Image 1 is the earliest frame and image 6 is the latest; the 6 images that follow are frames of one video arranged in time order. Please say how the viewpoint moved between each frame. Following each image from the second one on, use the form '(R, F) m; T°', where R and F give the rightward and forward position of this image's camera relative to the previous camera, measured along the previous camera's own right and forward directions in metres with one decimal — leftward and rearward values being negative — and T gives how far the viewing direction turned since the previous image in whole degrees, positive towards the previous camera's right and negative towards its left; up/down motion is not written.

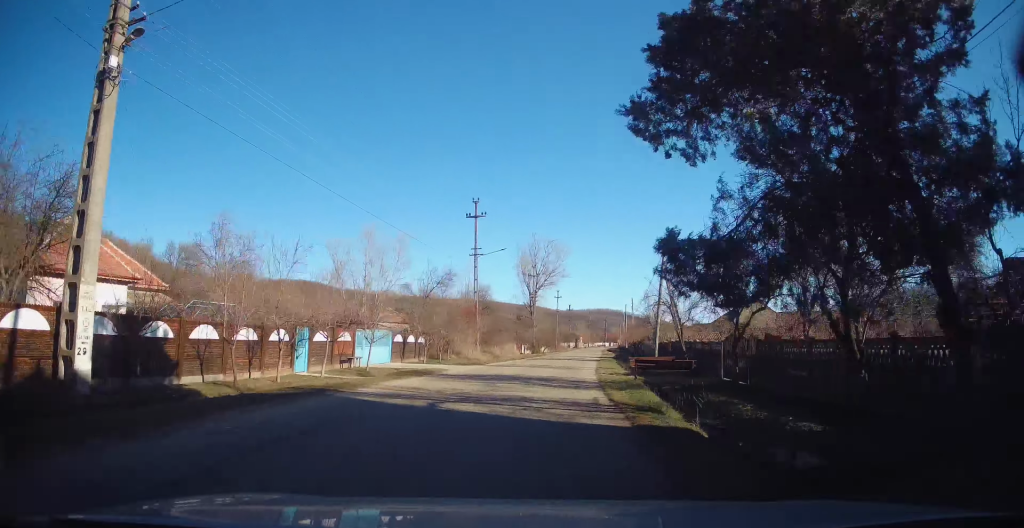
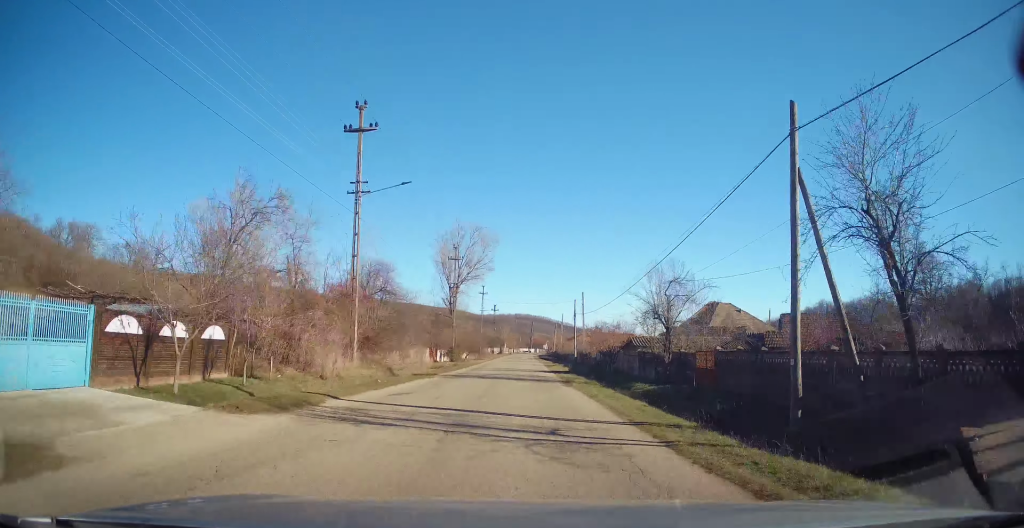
(+1.4, +18.4) m; +6°
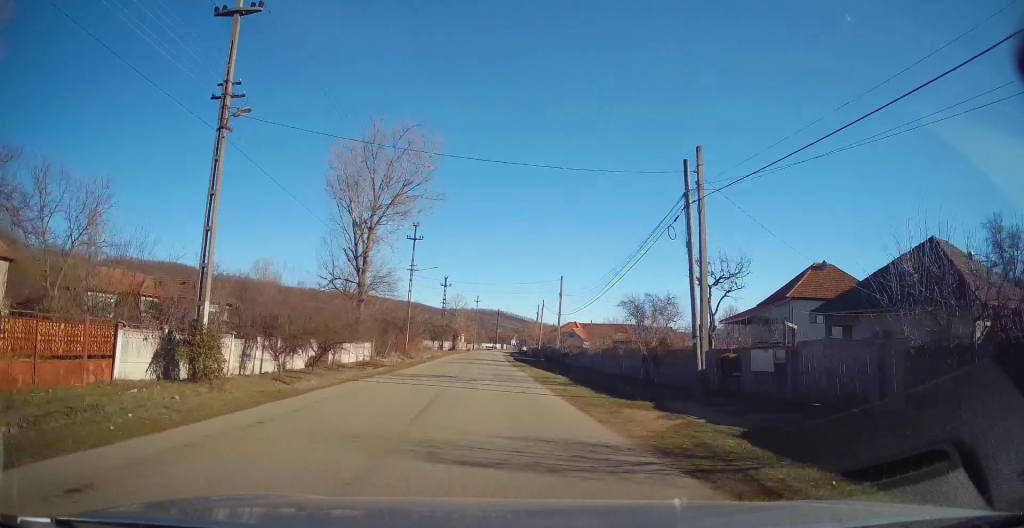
(+4.2, +44.0) m; +7°
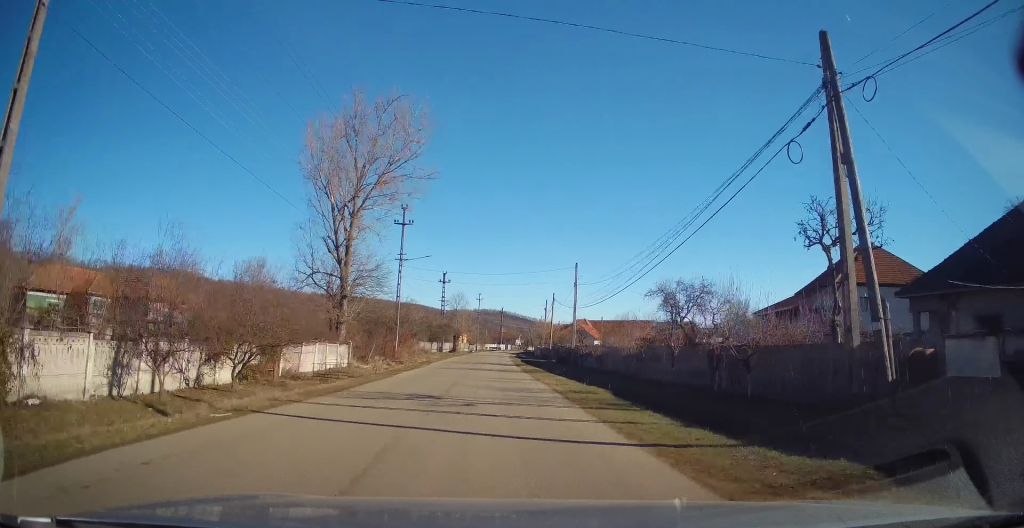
(0.0, +7.5) m; -1°
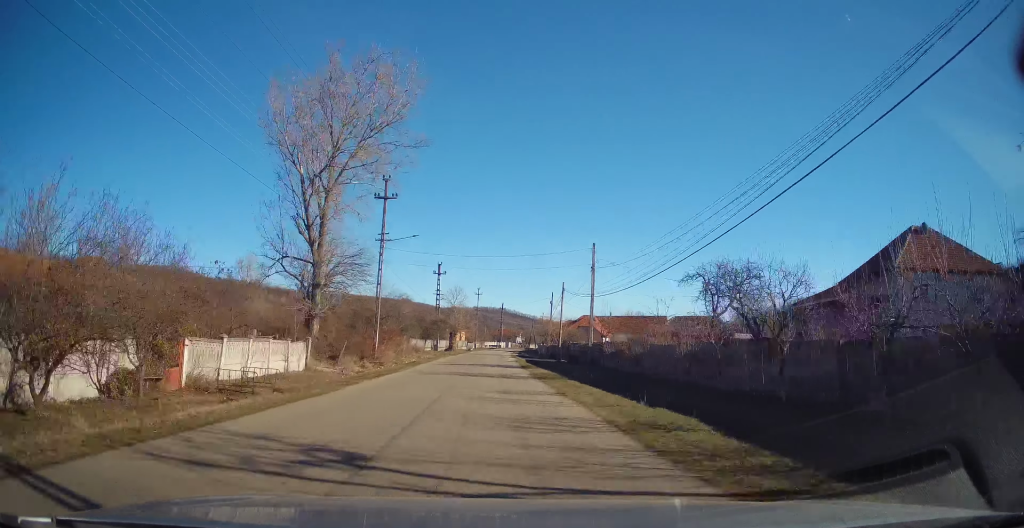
(-0.2, +7.6) m; -1°
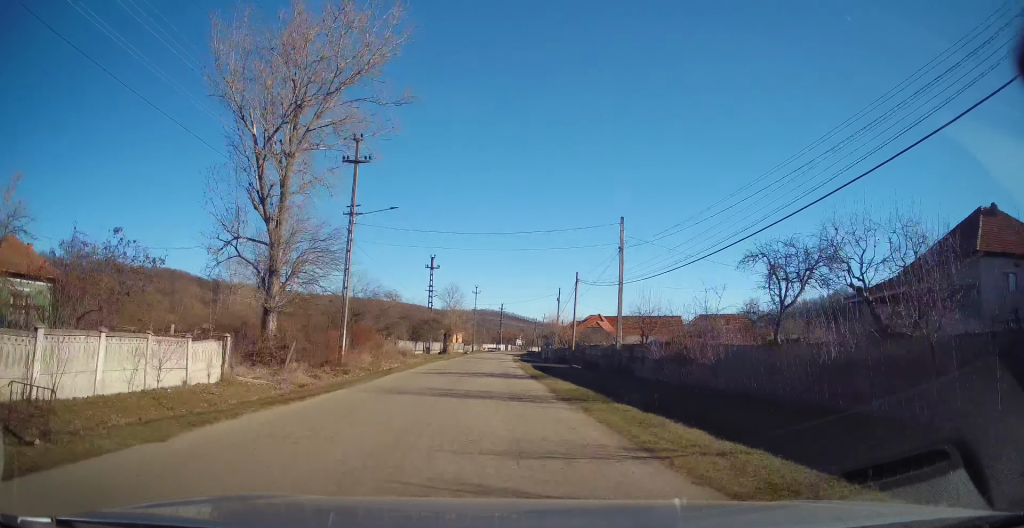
(-0.1, +8.1) m; 0°
